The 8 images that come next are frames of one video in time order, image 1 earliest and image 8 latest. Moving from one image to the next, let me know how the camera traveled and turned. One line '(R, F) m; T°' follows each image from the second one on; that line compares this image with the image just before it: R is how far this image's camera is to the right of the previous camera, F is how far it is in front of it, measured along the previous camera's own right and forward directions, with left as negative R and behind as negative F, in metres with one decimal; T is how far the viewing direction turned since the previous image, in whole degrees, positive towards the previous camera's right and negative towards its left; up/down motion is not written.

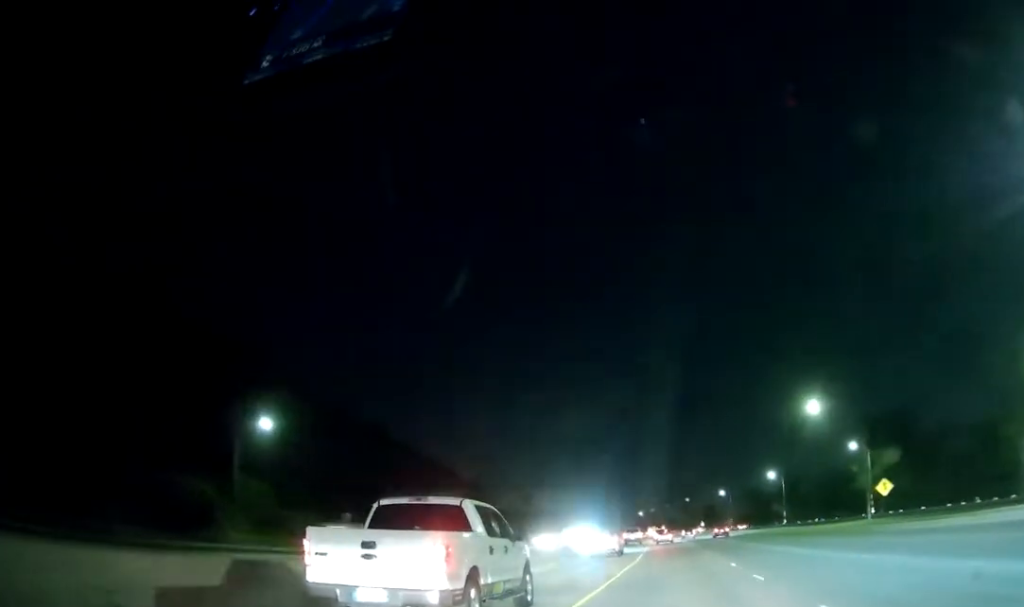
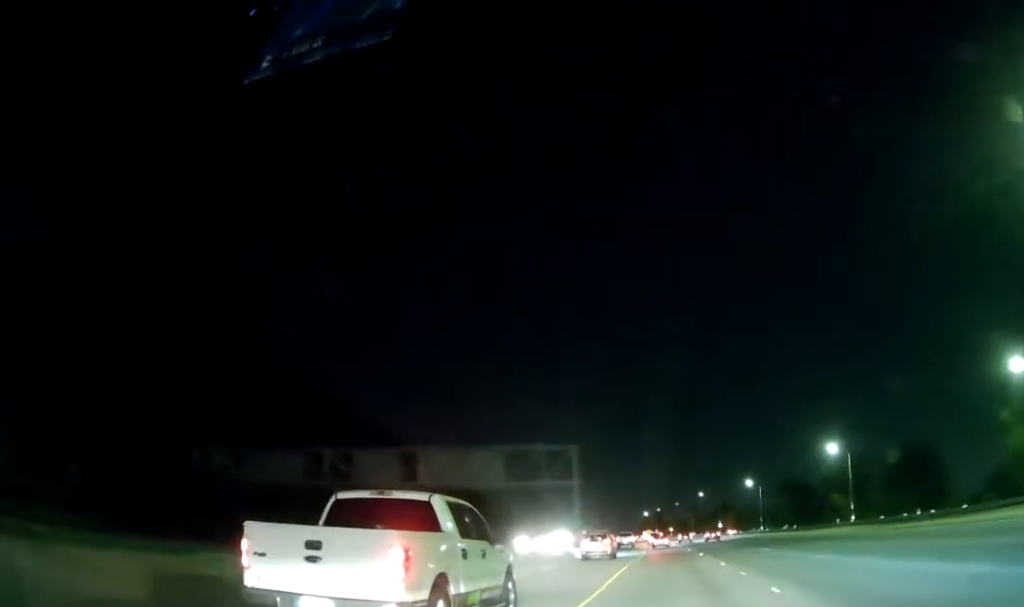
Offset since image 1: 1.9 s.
(-0.6, +55.3) m; -2°
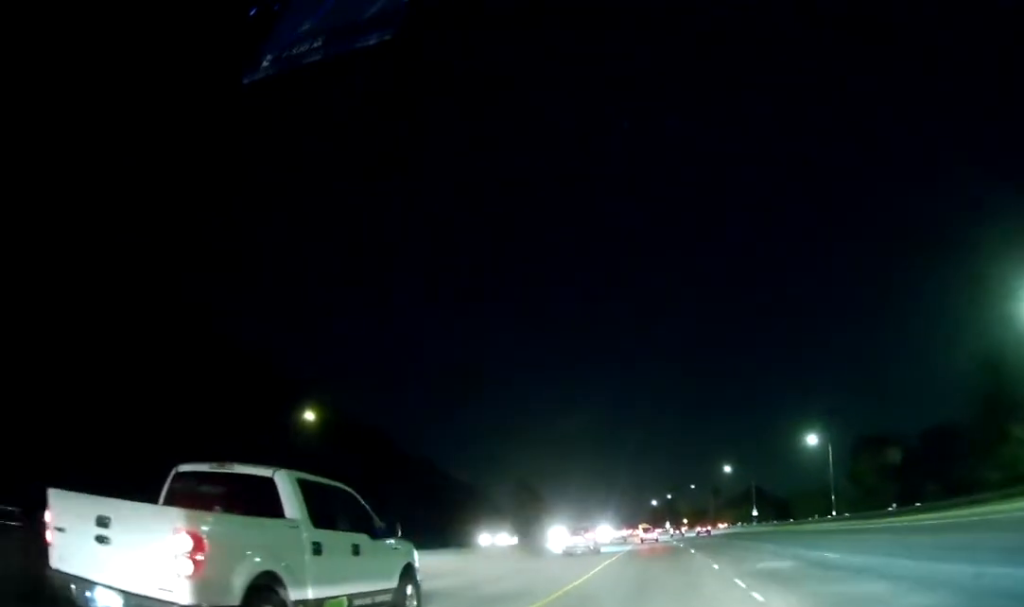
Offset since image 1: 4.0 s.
(-0.4, +64.4) m; 0°
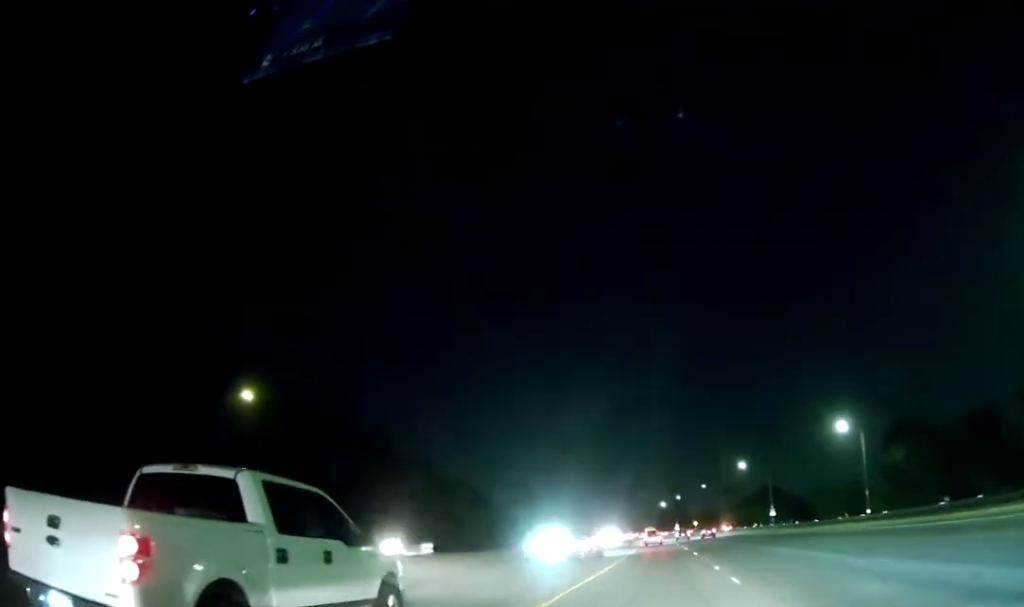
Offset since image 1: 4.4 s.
(+0.1, +13.1) m; 0°
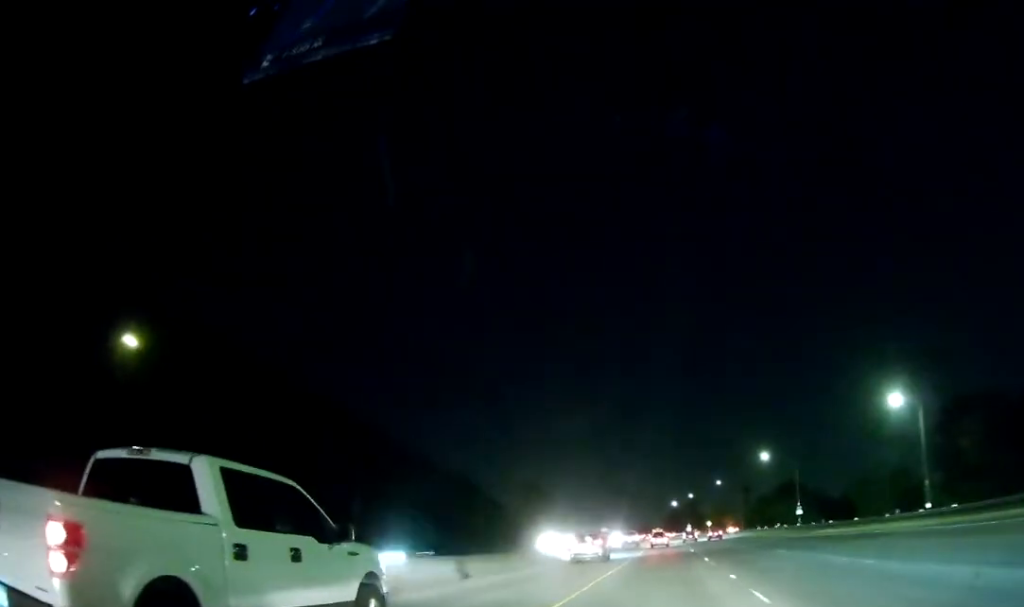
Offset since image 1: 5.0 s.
(-0.3, +18.3) m; -1°
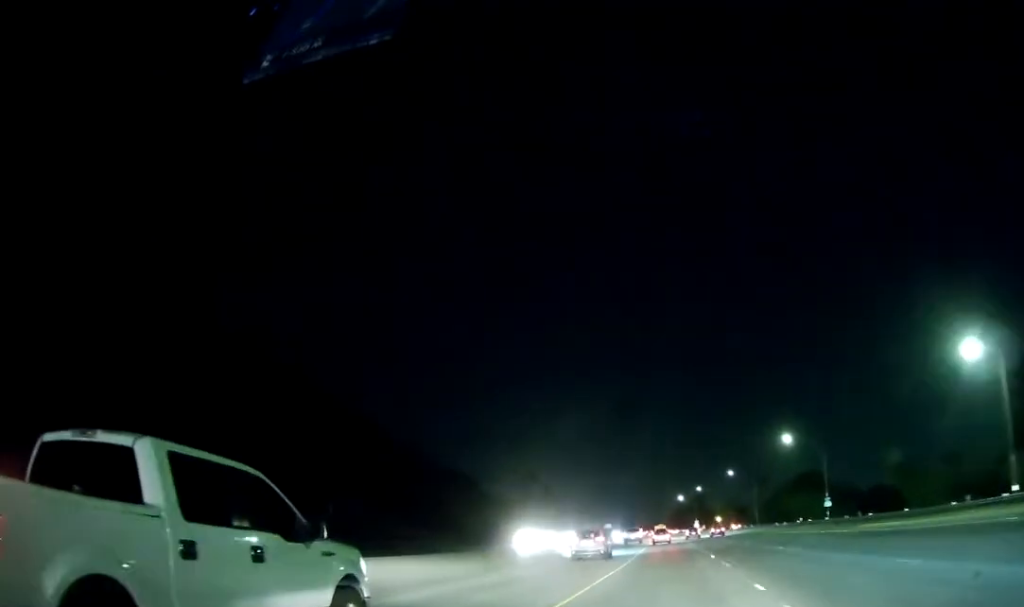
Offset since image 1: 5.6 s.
(-0.1, +17.3) m; -1°
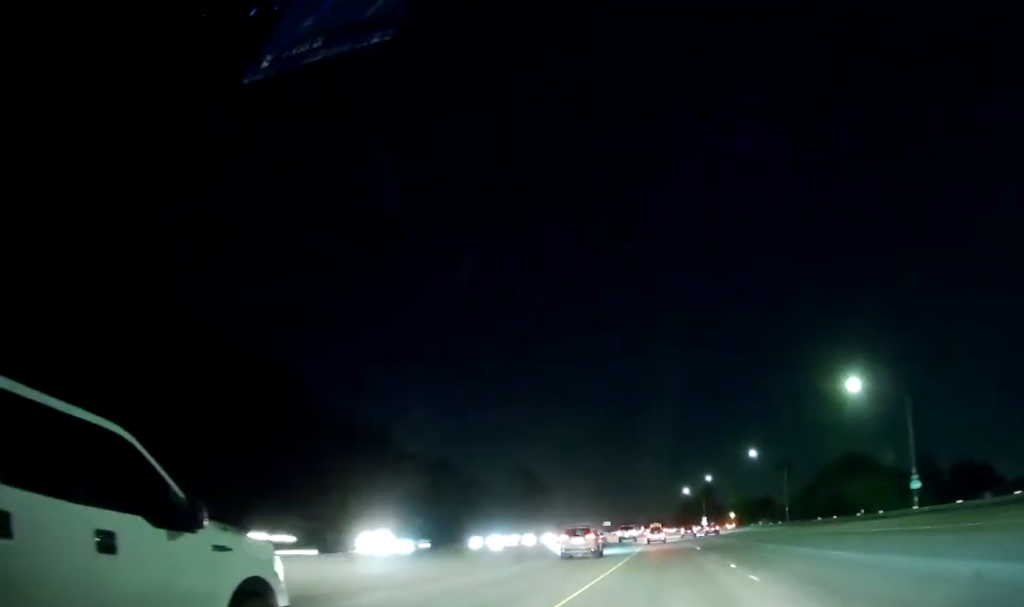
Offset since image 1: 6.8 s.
(-0.3, +36.8) m; -1°
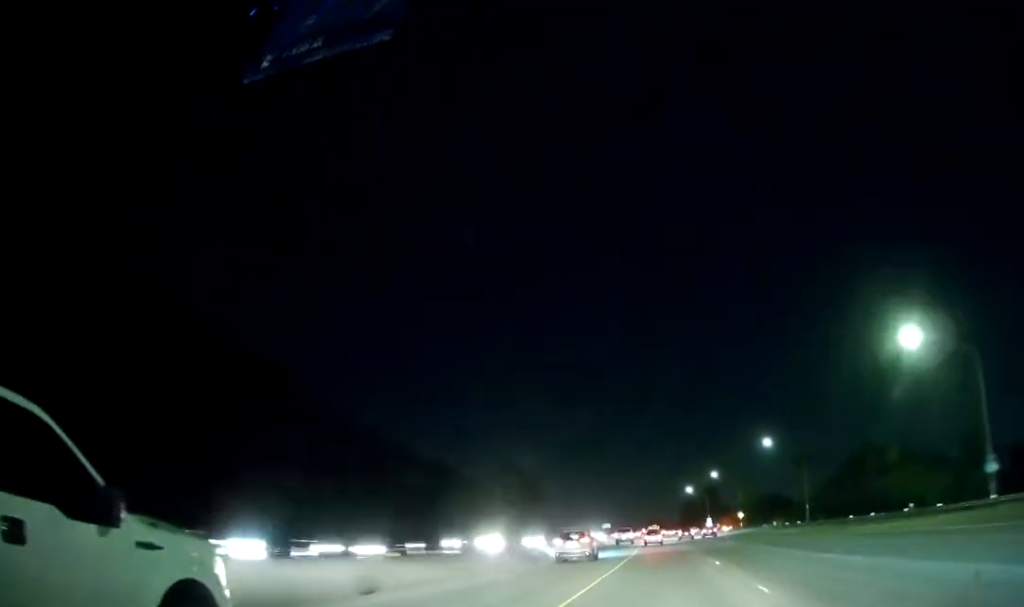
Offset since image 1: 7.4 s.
(-0.1, +17.5) m; -1°
